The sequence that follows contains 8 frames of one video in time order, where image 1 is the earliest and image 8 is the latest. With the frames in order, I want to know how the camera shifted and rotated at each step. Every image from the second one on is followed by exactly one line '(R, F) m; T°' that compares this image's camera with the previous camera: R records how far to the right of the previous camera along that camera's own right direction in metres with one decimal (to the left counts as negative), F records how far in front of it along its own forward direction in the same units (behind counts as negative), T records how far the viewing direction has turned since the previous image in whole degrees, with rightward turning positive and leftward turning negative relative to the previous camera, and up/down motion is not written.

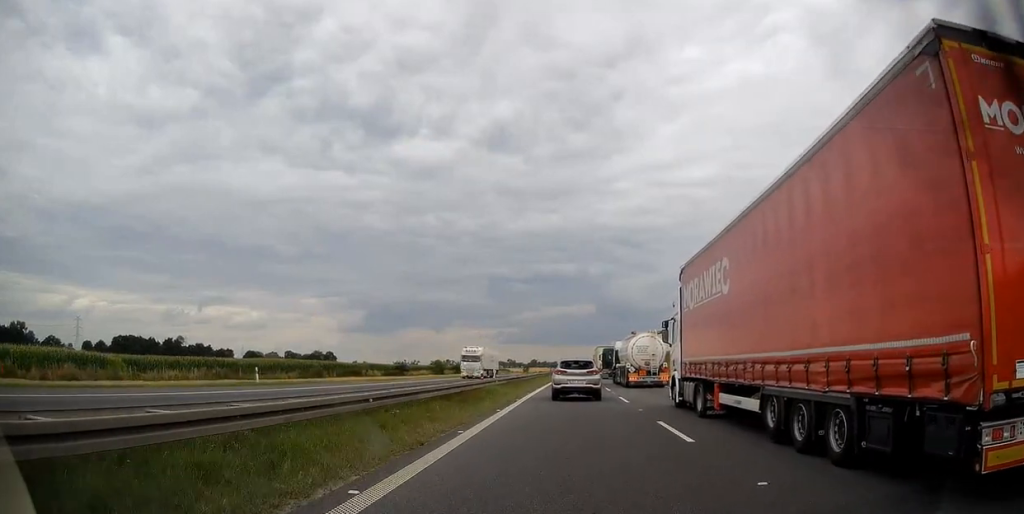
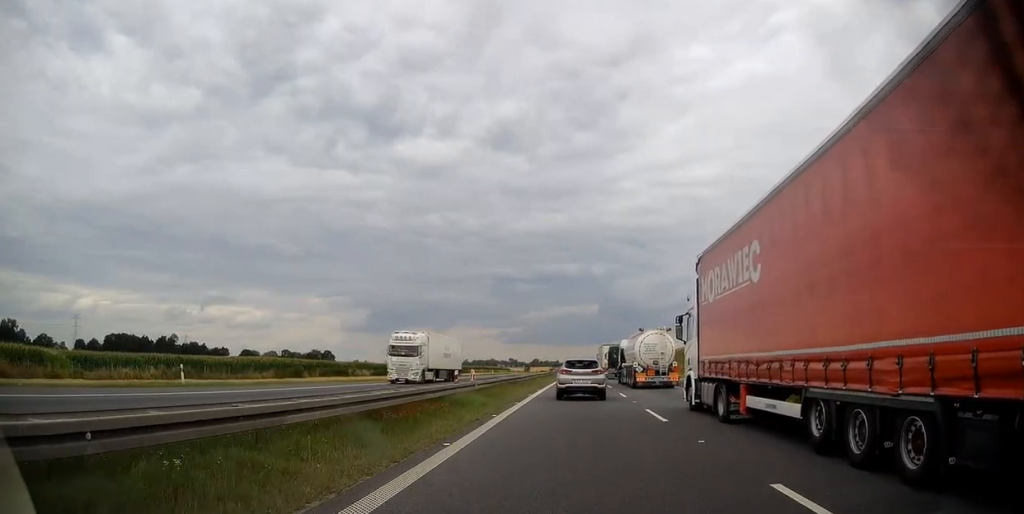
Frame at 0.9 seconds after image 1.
(0.0, +8.0) m; -1°
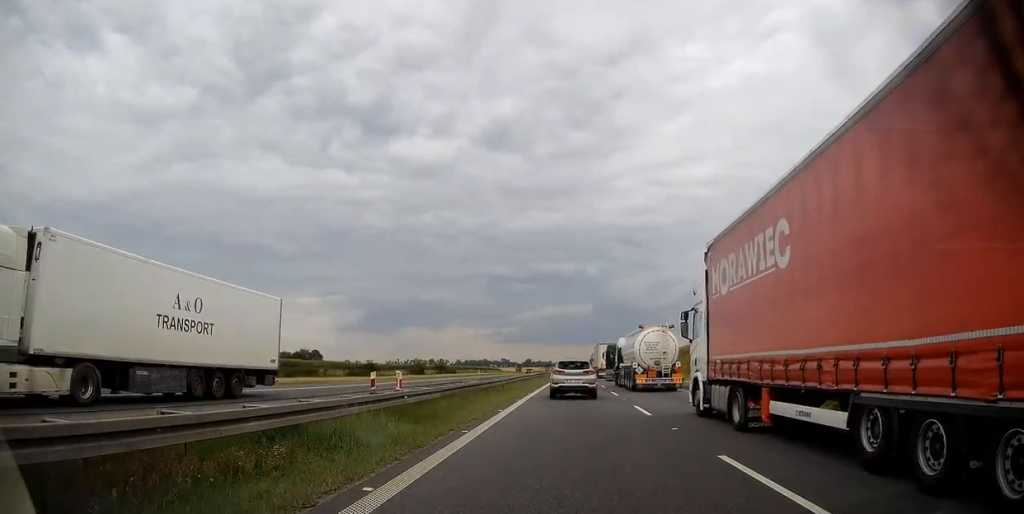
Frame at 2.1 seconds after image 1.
(-0.1, +9.7) m; 0°
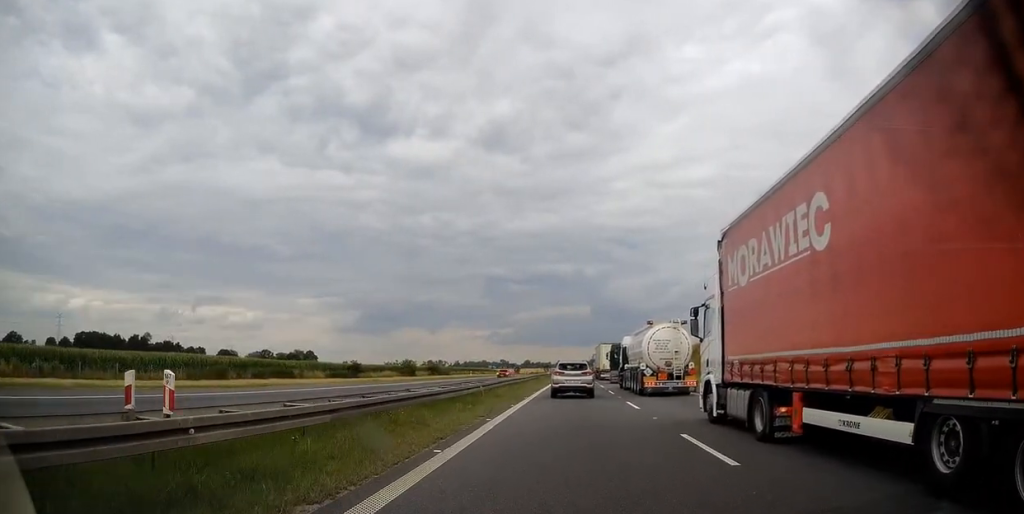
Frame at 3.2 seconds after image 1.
(+0.2, +8.8) m; +1°
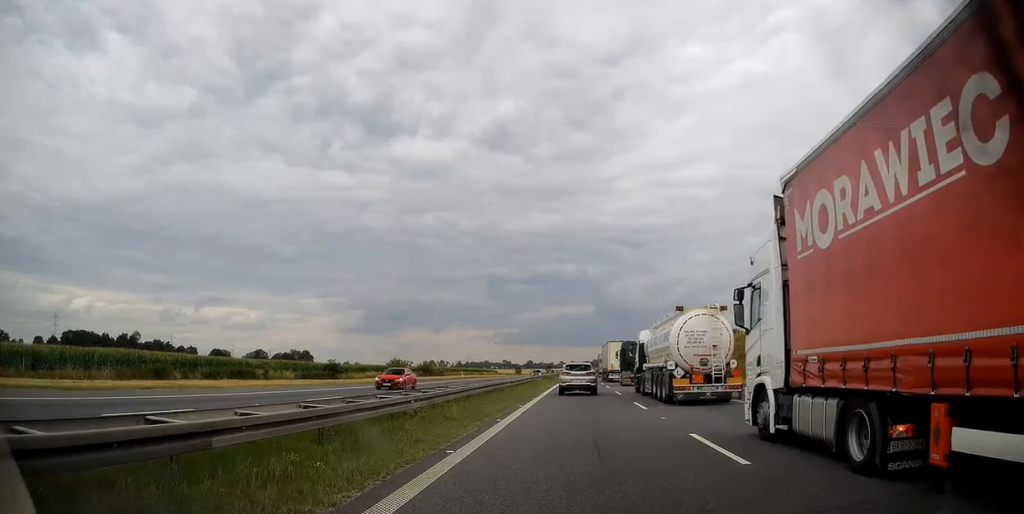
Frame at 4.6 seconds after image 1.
(-0.3, +11.9) m; -1°
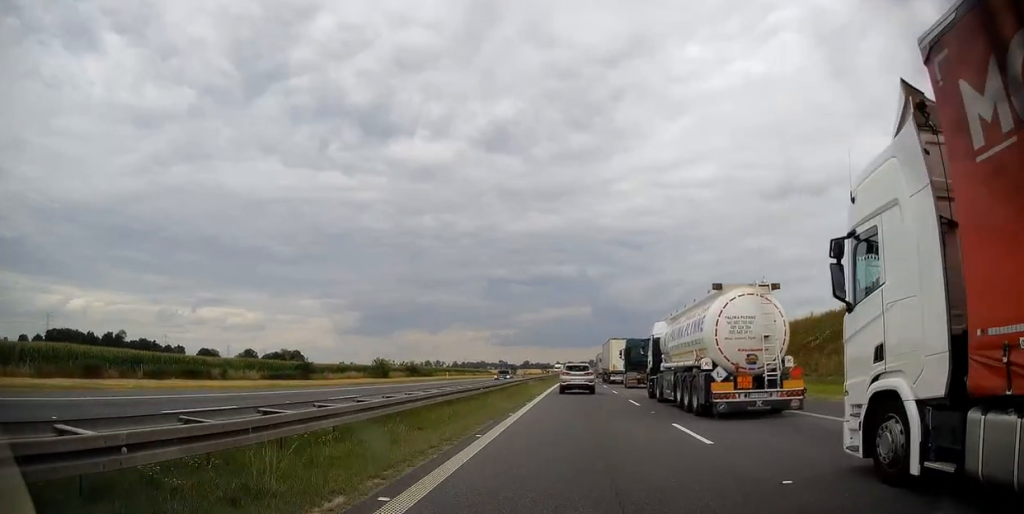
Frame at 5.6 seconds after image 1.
(+0.2, +9.4) m; +2°
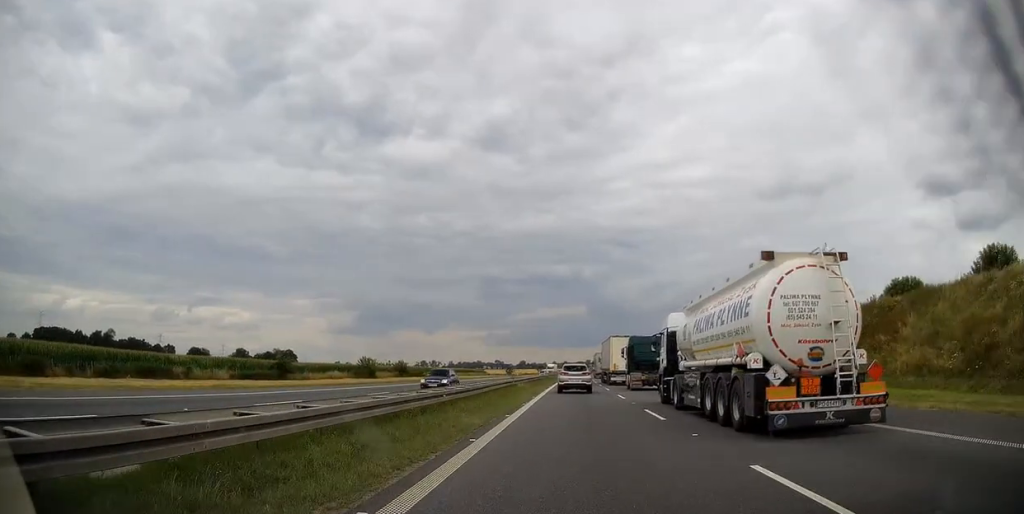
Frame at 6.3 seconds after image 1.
(+0.1, +6.6) m; 0°
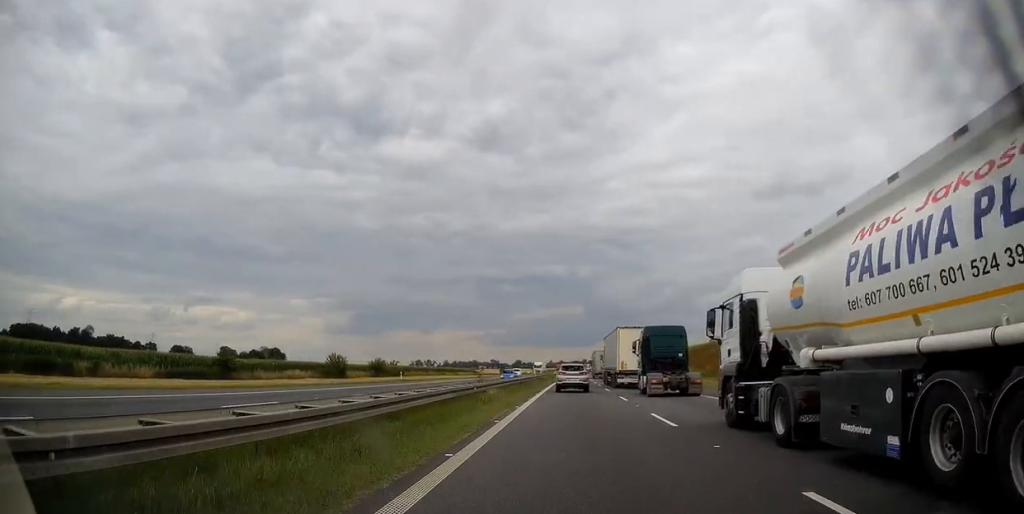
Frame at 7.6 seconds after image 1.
(-0.1, +13.5) m; 0°
